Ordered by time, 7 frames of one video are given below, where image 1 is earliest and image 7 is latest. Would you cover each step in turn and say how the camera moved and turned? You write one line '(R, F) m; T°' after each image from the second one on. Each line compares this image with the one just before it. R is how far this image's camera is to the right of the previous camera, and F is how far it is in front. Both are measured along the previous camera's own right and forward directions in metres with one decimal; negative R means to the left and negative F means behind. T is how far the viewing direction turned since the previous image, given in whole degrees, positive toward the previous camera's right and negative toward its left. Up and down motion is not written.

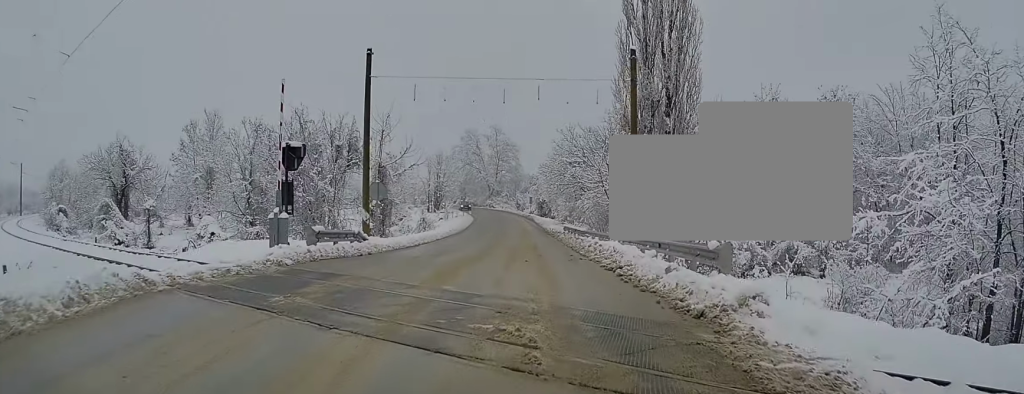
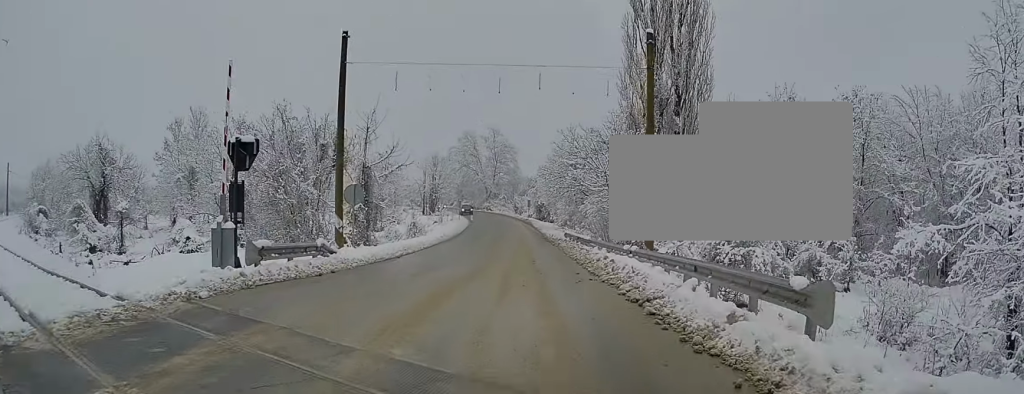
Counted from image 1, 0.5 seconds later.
(-0.1, +4.6) m; 0°
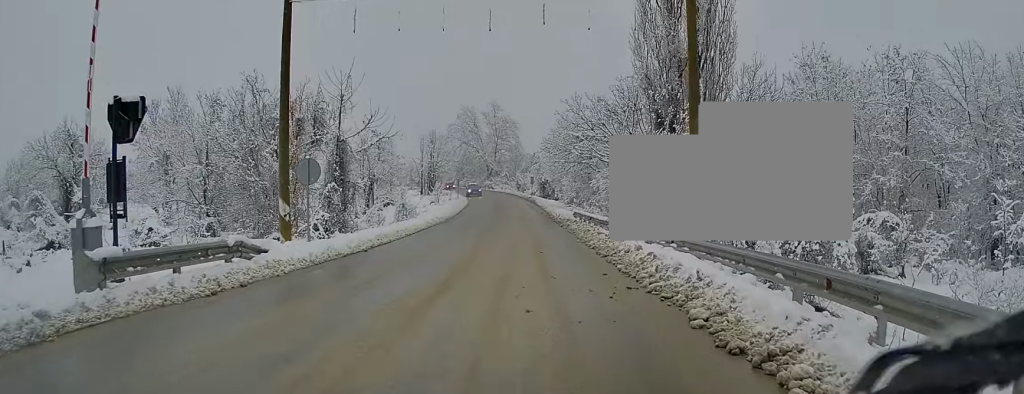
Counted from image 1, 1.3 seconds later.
(+0.1, +6.1) m; +1°
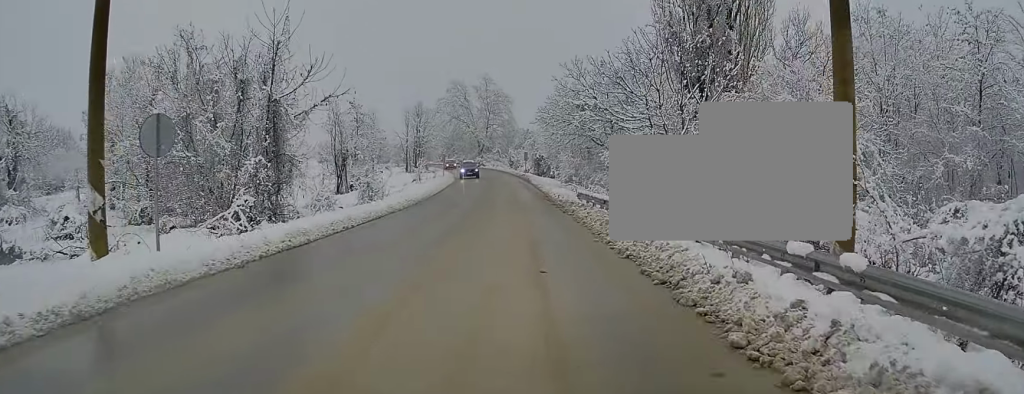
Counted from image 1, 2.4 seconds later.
(+0.1, +7.9) m; 0°
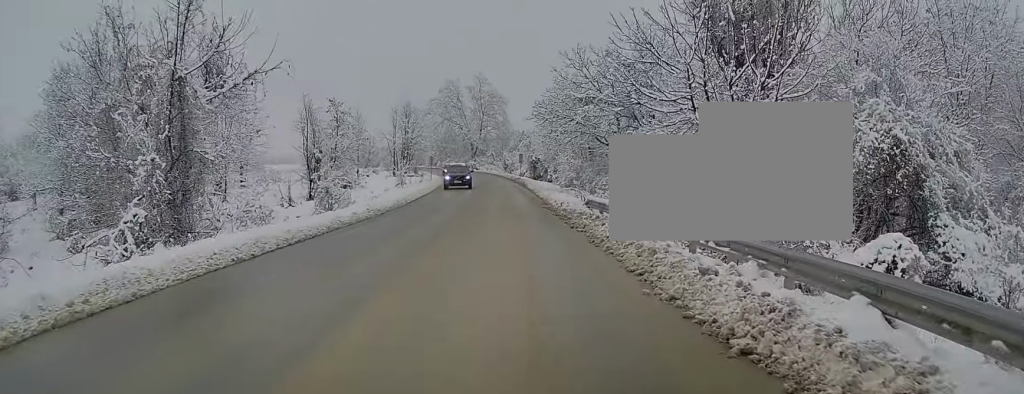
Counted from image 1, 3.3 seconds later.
(-0.1, +6.2) m; 0°
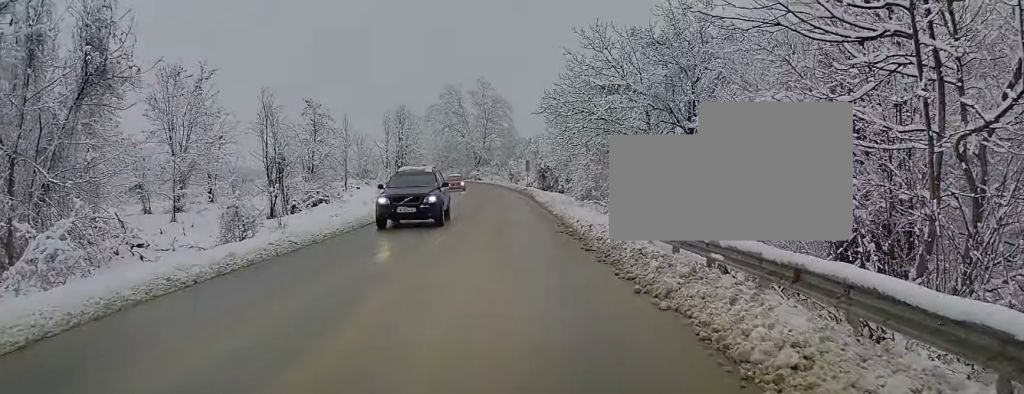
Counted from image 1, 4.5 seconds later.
(0.0, +8.6) m; +1°
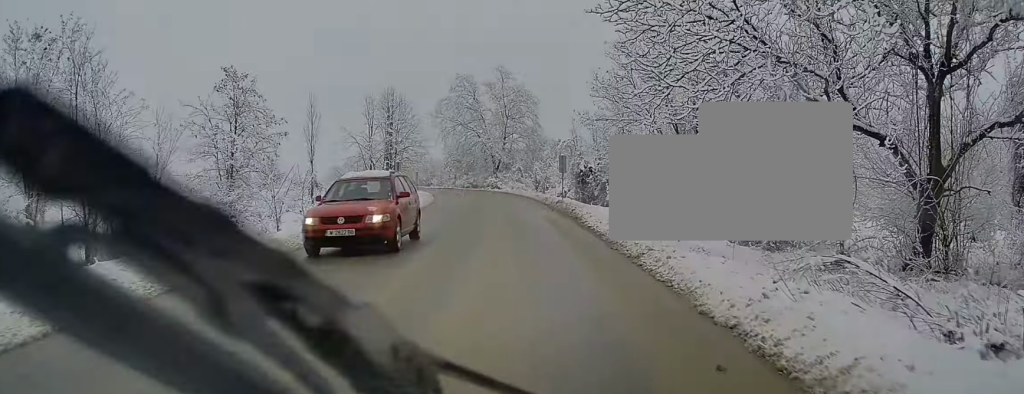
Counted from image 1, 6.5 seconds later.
(+0.1, +17.9) m; -1°
